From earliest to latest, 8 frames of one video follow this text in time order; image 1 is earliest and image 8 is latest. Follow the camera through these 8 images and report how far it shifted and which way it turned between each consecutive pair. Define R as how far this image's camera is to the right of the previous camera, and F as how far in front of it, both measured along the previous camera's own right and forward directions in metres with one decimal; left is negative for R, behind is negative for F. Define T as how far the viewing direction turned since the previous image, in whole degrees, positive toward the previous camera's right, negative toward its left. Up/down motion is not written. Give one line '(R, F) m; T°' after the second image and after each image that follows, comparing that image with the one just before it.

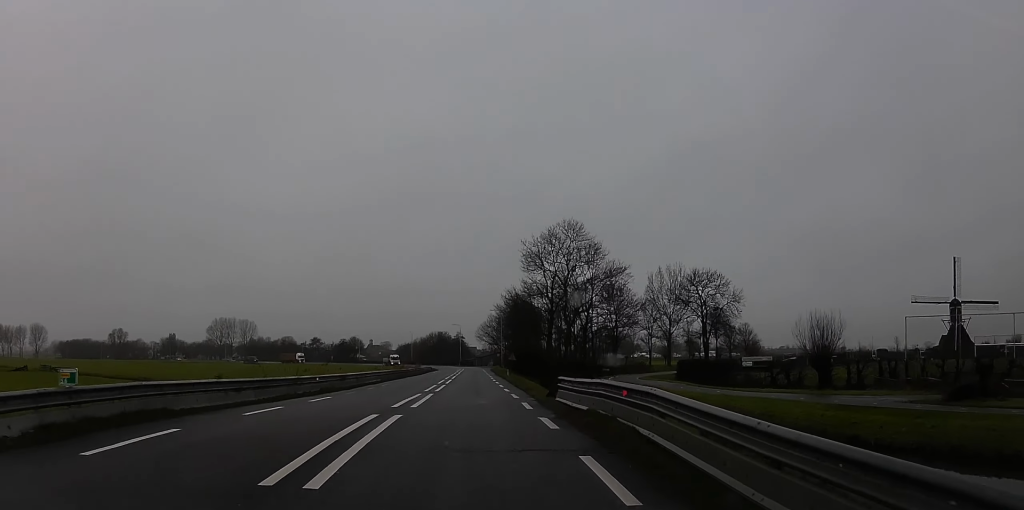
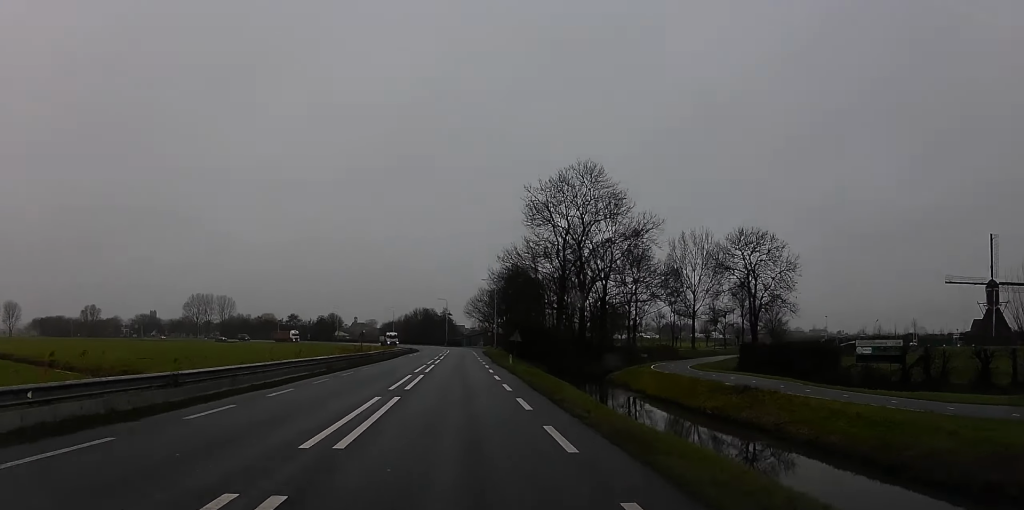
(+0.3, +21.4) m; +2°
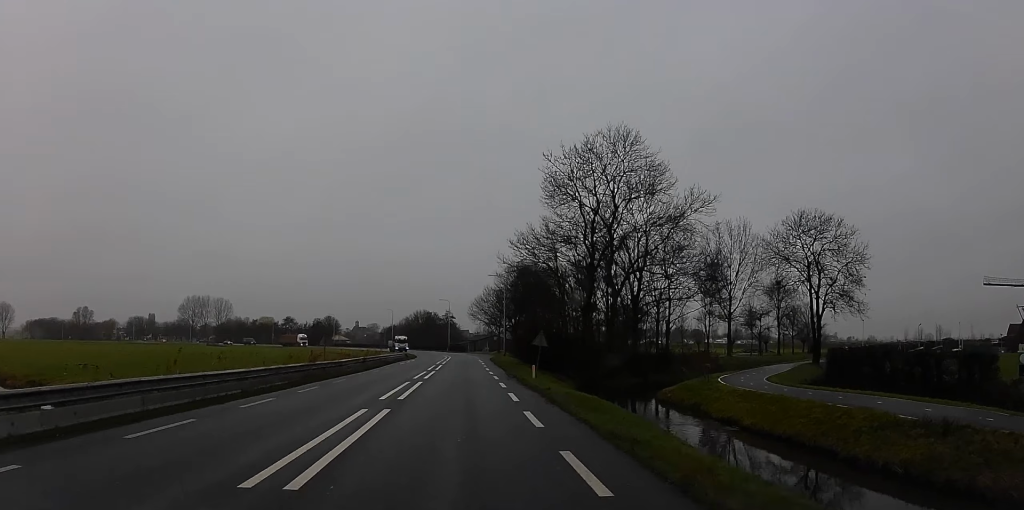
(+0.2, +14.5) m; +1°
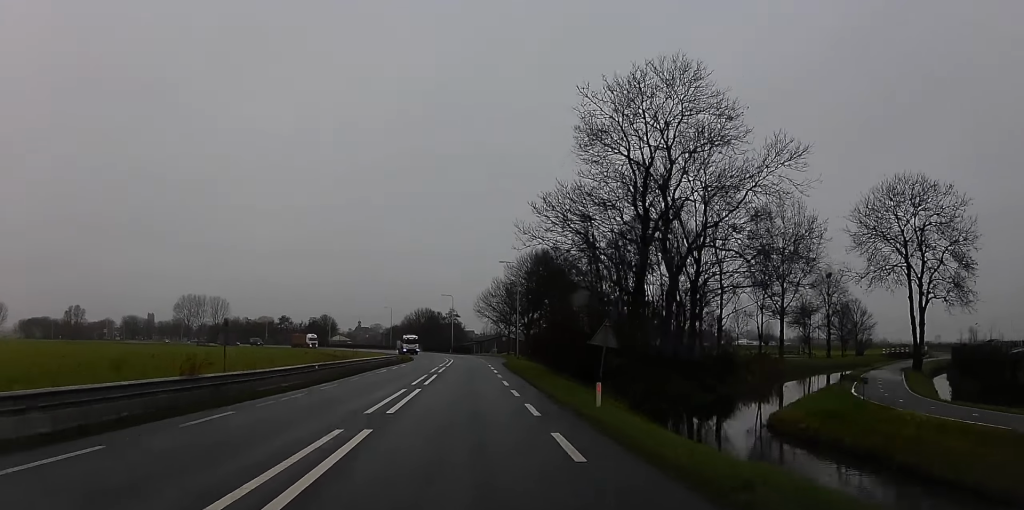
(+0.3, +15.4) m; -1°
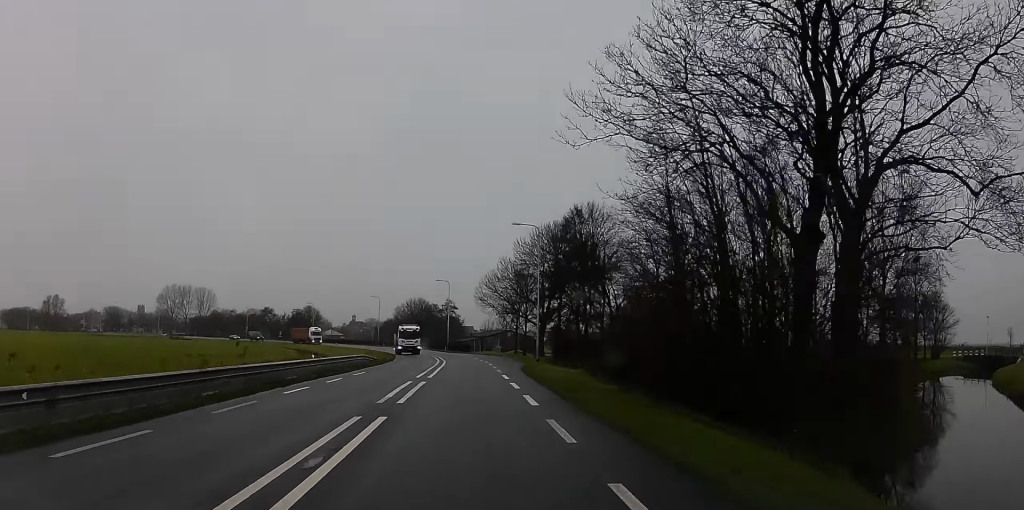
(-0.8, +22.3) m; -1°
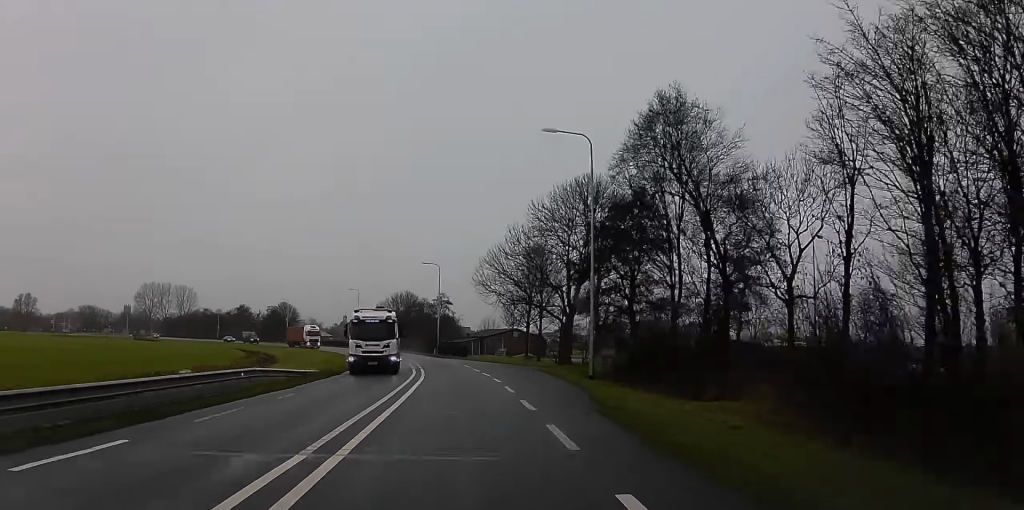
(+0.4, +24.2) m; +1°
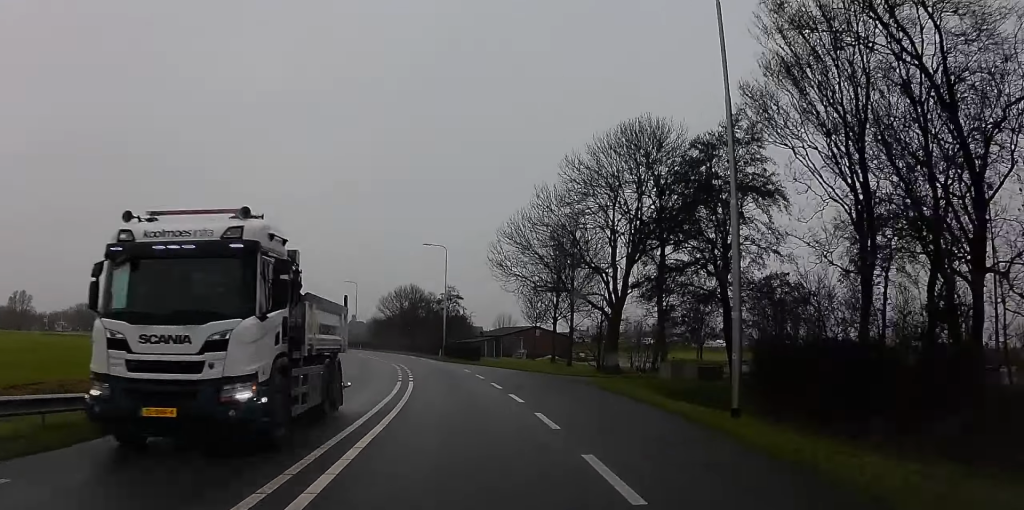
(+0.1, +15.5) m; -2°
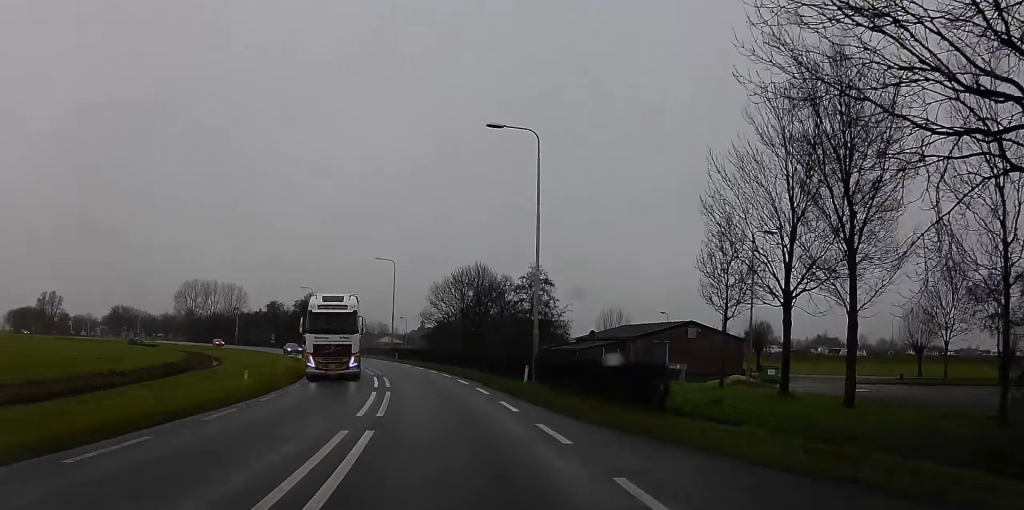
(-3.4, +36.5) m; -7°
